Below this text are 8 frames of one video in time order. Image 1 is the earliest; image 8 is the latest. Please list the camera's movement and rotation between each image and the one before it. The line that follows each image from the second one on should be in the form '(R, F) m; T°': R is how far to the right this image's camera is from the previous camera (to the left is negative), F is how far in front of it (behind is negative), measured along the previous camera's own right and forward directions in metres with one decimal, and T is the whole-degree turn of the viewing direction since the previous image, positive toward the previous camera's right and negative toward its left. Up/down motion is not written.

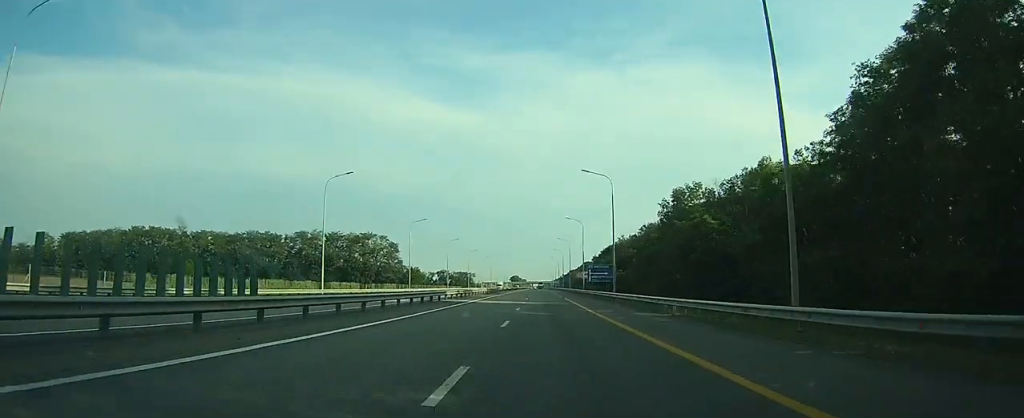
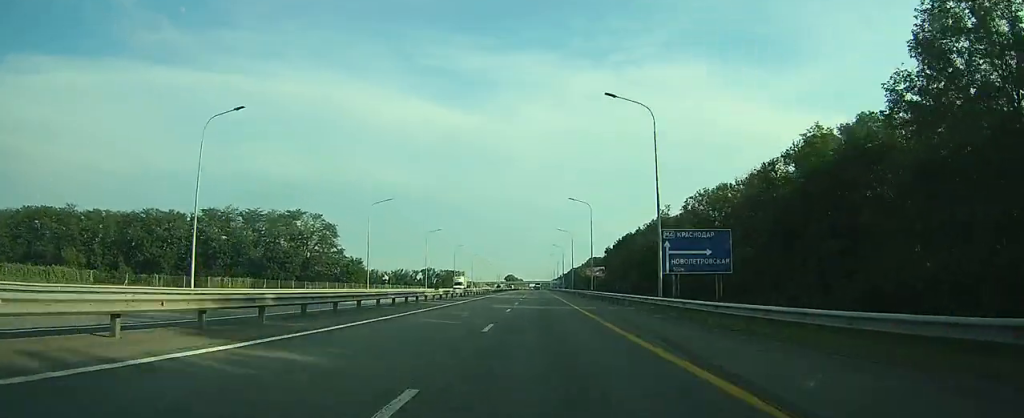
(0.0, +62.5) m; 0°
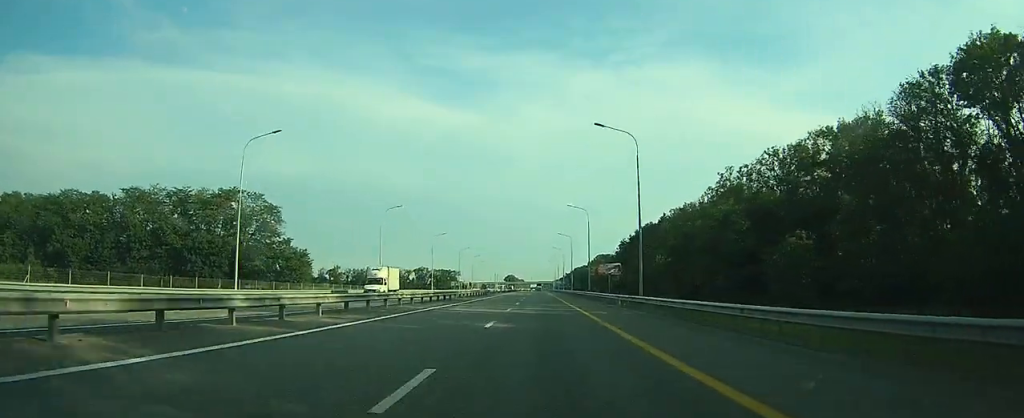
(0.0, +34.5) m; 0°
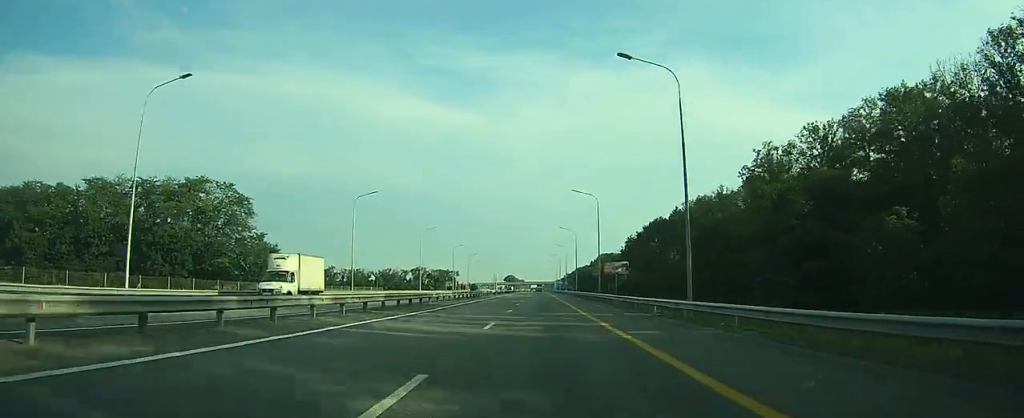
(0.0, +12.5) m; 0°
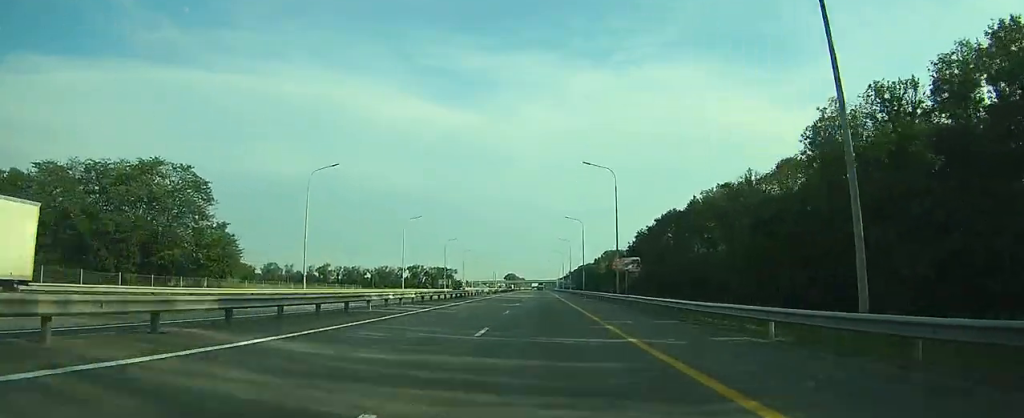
(0.0, +14.7) m; 0°
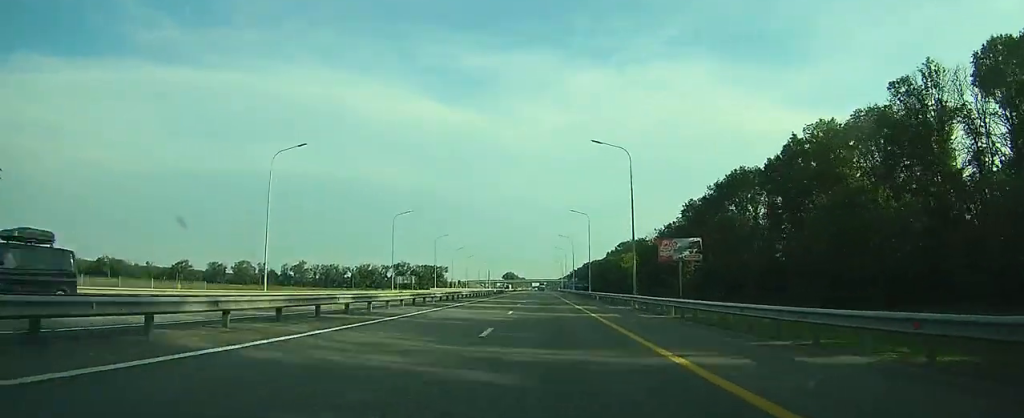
(0.0, +48.3) m; 0°
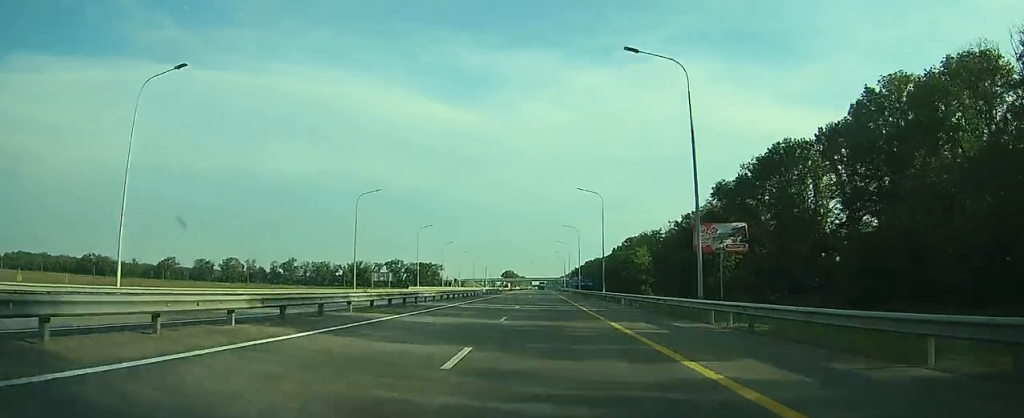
(0.0, +17.9) m; 0°
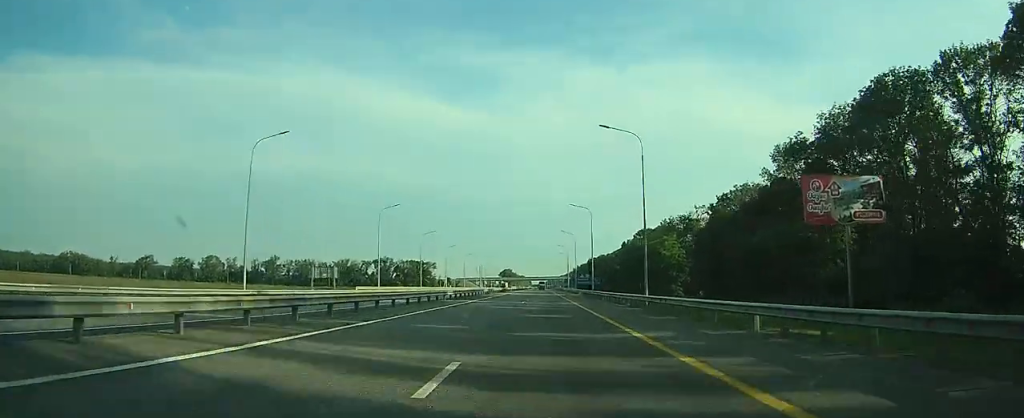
(0.0, +26.3) m; 0°
